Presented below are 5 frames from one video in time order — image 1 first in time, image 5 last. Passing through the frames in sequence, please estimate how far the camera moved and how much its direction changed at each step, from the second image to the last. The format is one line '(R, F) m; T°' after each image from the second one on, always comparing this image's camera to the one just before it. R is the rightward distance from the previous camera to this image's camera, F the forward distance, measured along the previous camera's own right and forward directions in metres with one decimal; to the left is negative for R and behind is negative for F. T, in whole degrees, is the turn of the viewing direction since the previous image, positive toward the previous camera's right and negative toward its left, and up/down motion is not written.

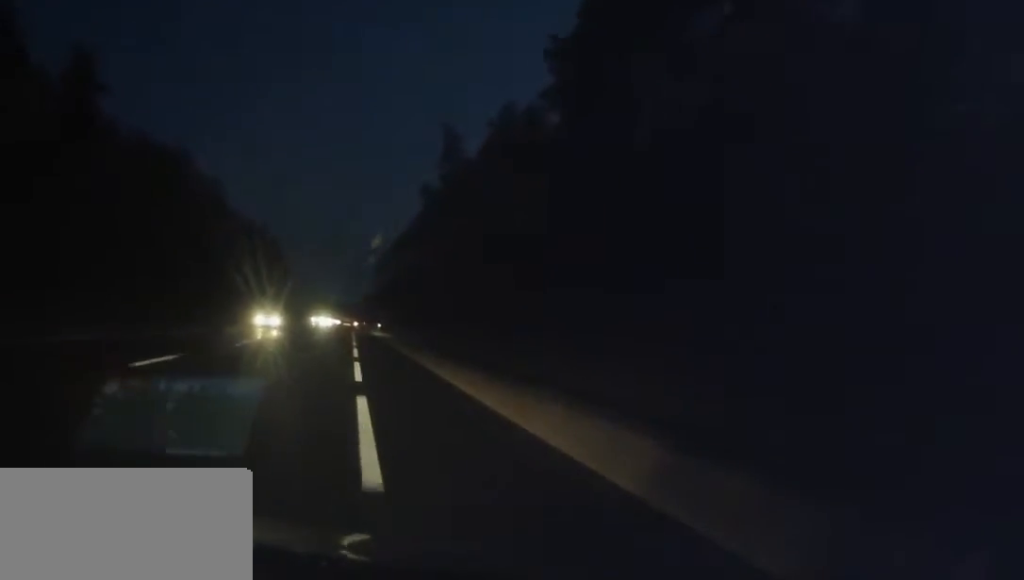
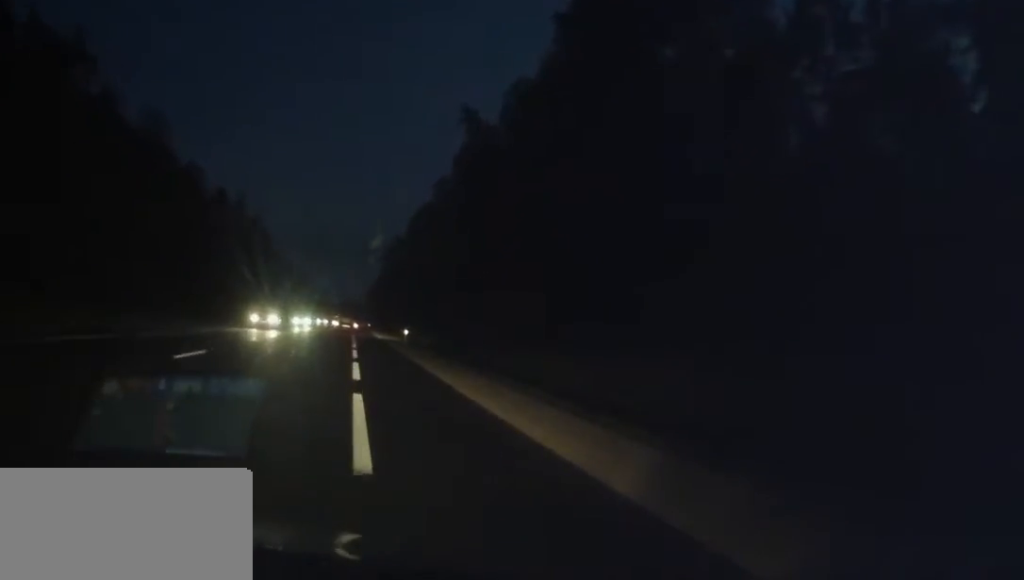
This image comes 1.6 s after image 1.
(-0.2, +44.4) m; -1°
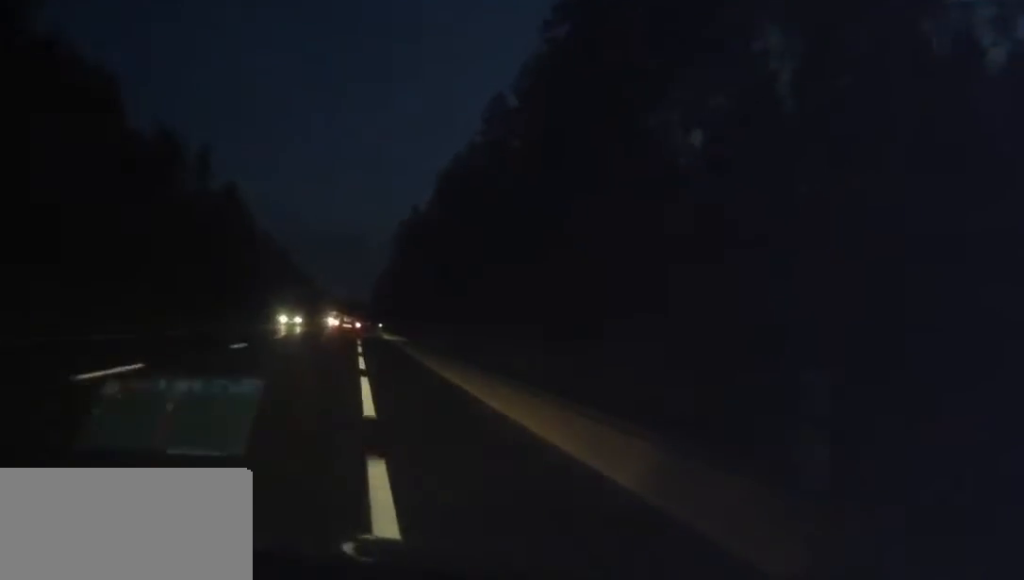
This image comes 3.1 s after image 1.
(+0.1, +41.7) m; 0°
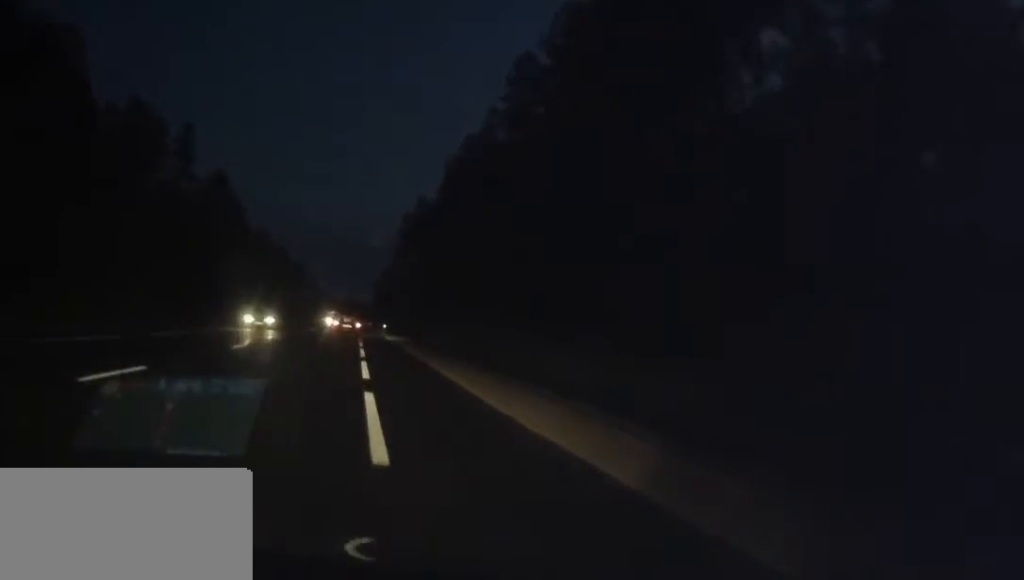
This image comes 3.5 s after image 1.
(0.0, +12.0) m; 0°
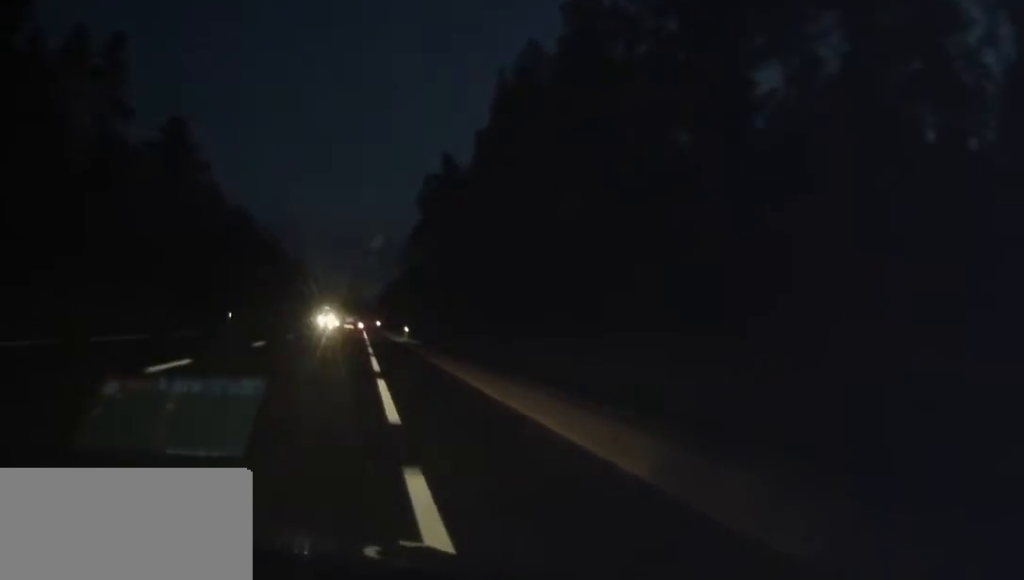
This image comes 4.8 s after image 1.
(+0.2, +34.1) m; +1°
